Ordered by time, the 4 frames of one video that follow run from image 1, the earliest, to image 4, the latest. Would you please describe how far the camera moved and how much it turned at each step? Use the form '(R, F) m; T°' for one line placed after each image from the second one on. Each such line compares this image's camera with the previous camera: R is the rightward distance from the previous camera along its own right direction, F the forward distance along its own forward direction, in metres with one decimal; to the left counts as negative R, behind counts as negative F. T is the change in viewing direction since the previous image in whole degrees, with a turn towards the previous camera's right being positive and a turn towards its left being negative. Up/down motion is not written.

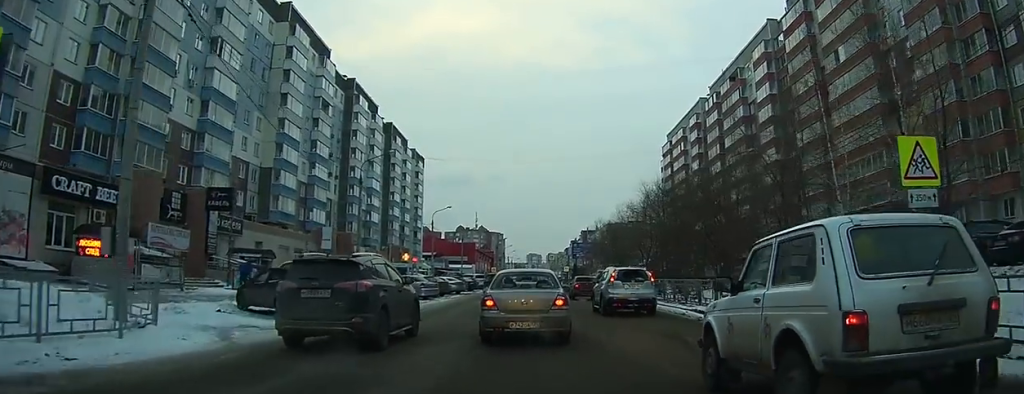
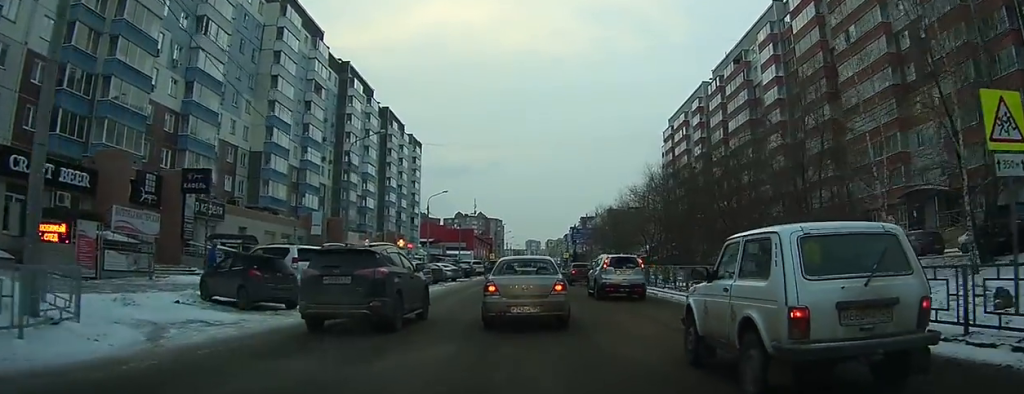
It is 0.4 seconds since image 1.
(0.0, +2.5) m; 0°
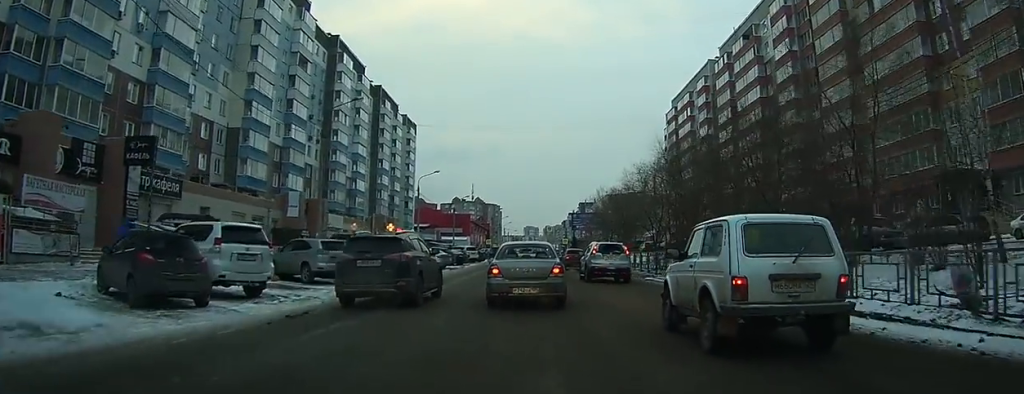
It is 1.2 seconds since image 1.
(0.0, +5.1) m; 0°
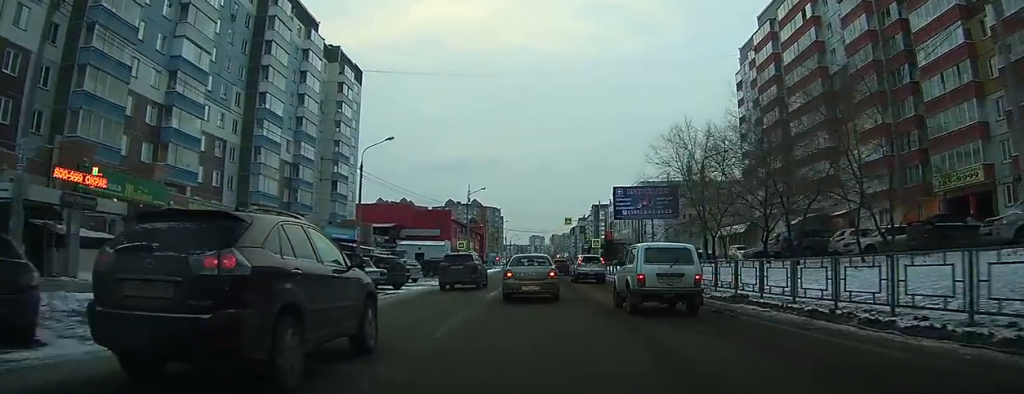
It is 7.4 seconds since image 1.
(+2.8, +52.6) m; +6°
